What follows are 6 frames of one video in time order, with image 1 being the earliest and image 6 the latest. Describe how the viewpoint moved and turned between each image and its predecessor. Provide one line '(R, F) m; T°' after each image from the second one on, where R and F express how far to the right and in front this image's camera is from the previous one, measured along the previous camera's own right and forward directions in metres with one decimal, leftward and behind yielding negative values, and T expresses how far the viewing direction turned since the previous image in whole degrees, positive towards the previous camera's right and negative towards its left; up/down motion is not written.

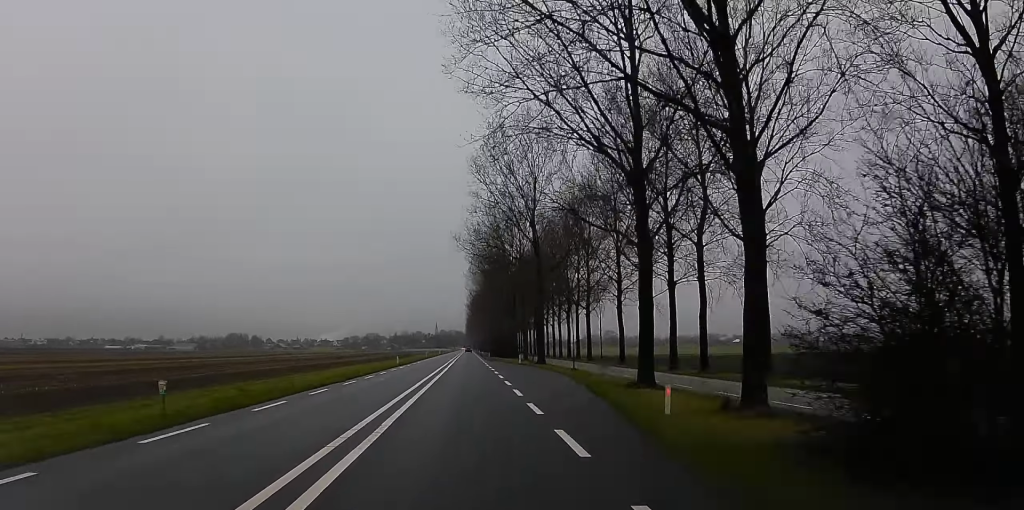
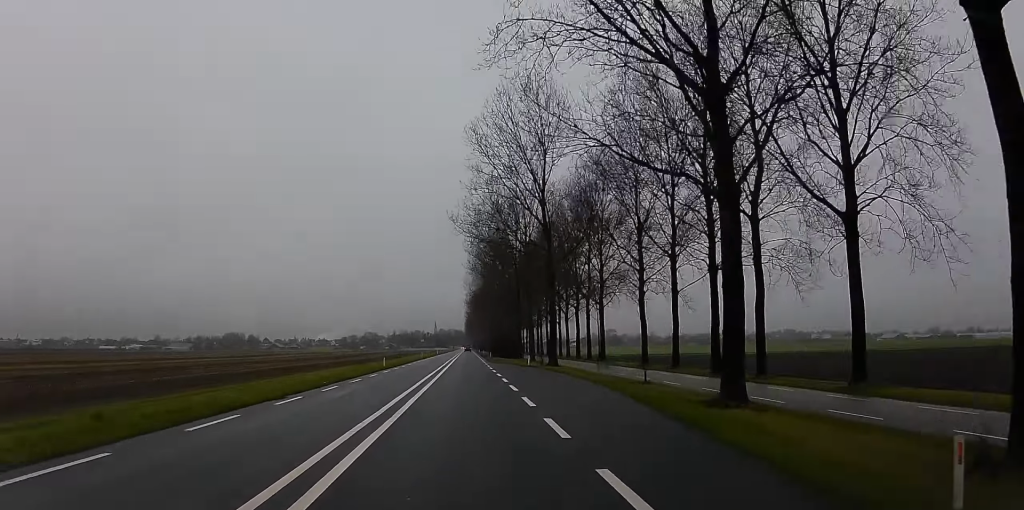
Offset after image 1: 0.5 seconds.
(-0.5, +10.4) m; -1°
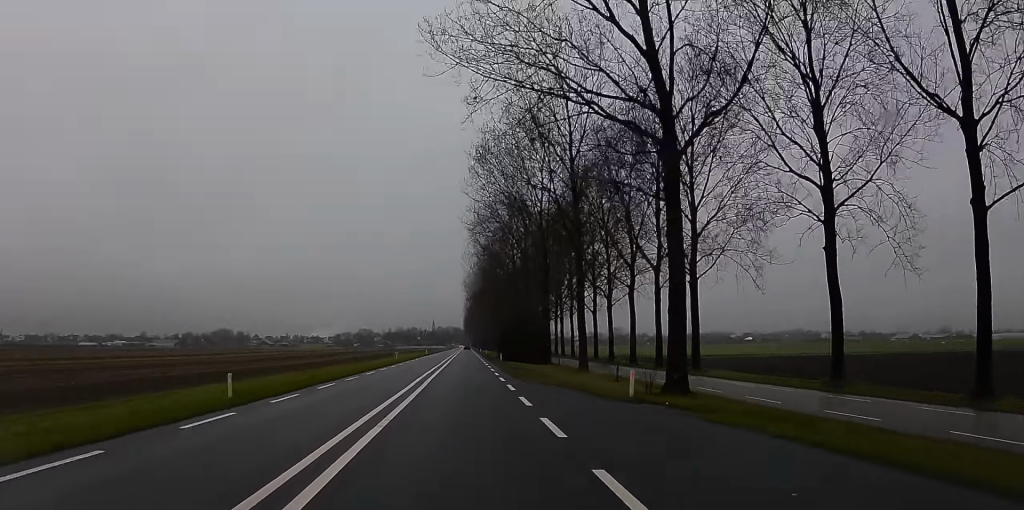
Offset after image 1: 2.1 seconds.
(-0.5, +35.8) m; +1°
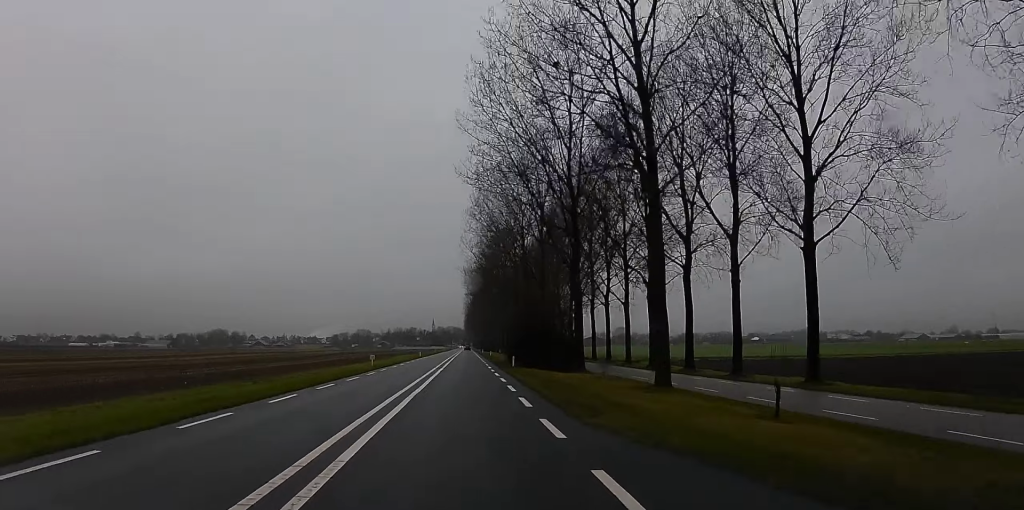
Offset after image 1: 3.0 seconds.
(+0.7, +18.2) m; 0°
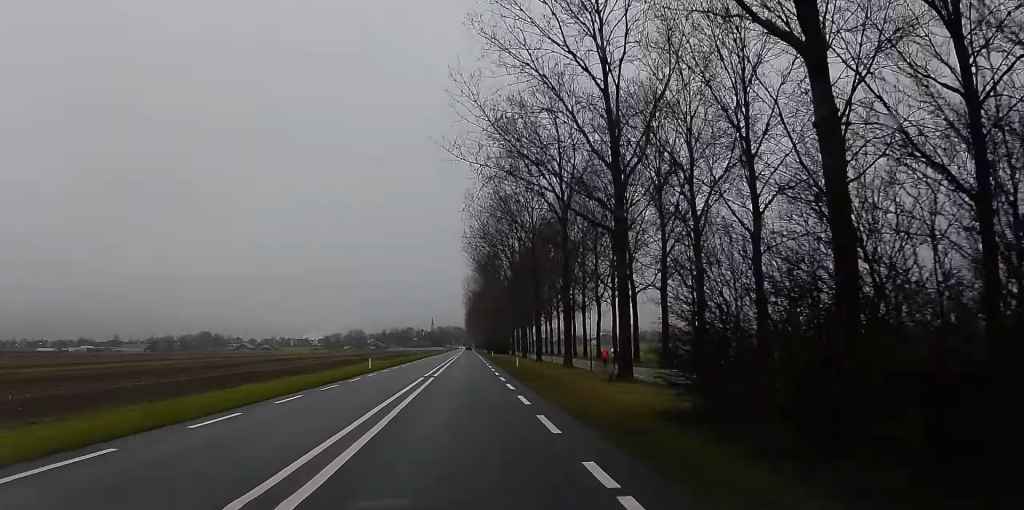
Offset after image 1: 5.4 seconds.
(-1.5, +52.8) m; 0°
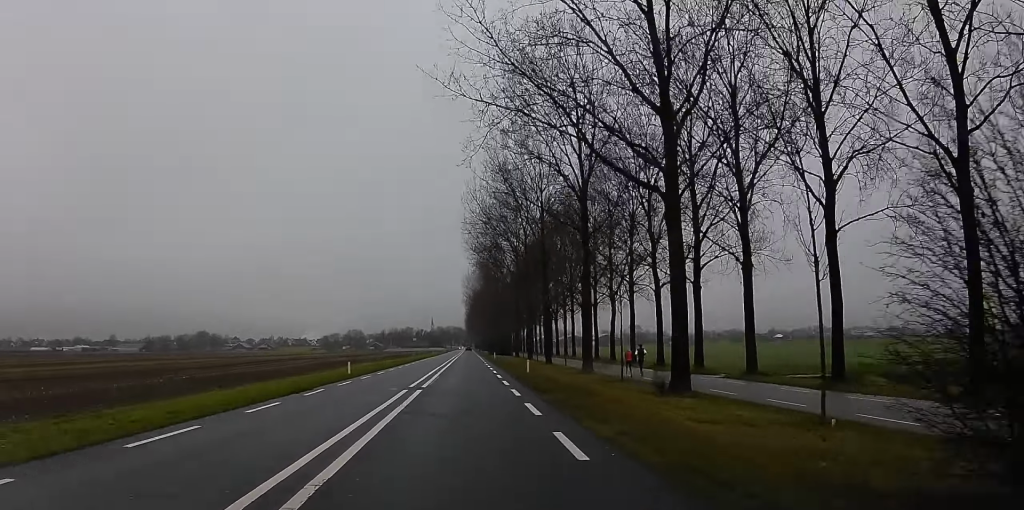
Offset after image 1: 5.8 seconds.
(+0.1, +8.4) m; +1°
